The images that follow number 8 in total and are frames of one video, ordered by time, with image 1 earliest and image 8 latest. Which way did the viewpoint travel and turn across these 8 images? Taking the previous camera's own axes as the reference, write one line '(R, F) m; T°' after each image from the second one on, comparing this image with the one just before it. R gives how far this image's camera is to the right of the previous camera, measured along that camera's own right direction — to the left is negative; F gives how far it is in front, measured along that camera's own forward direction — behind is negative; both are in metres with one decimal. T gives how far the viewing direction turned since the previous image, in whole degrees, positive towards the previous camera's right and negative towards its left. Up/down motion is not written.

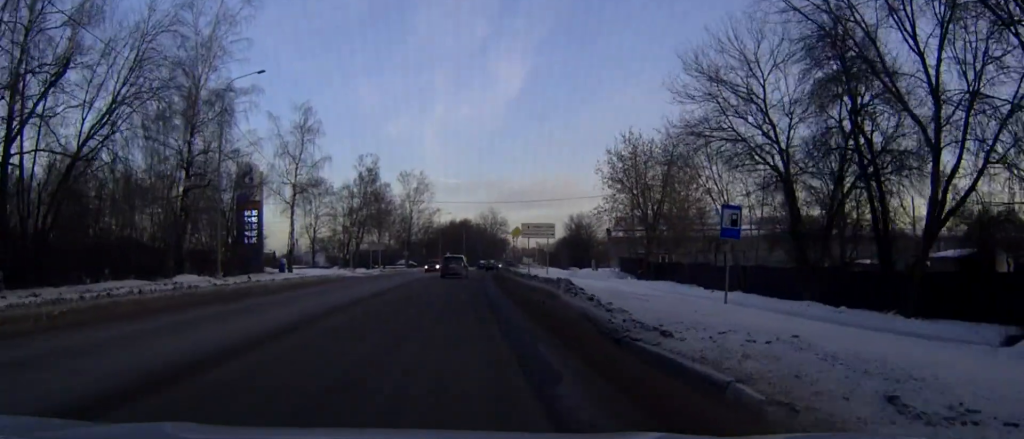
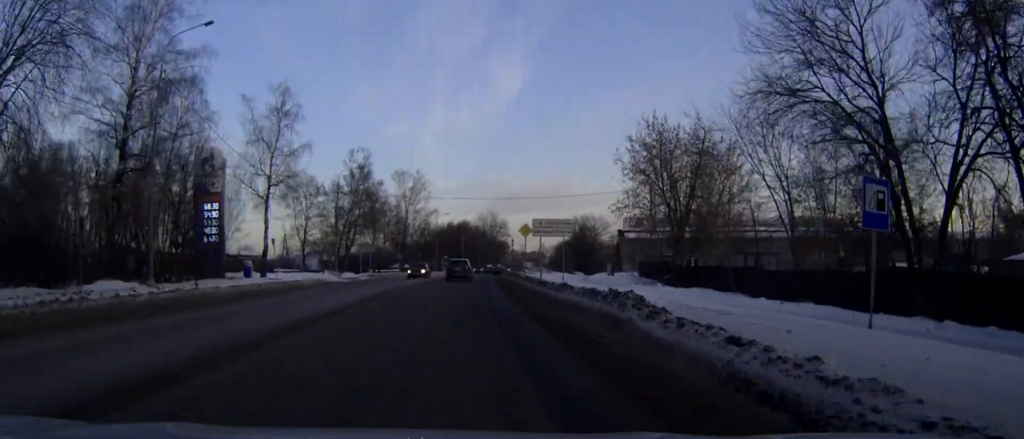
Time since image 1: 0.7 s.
(0.0, +8.6) m; 0°
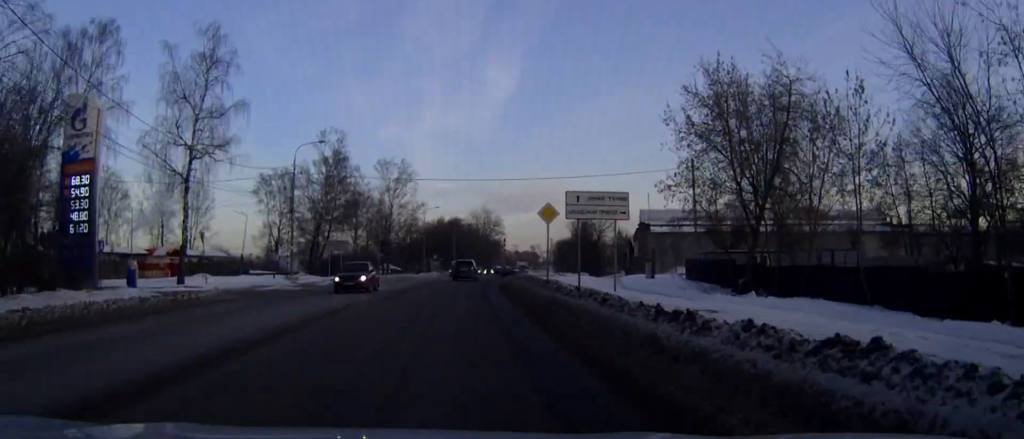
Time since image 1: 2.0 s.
(+0.1, +16.6) m; +1°
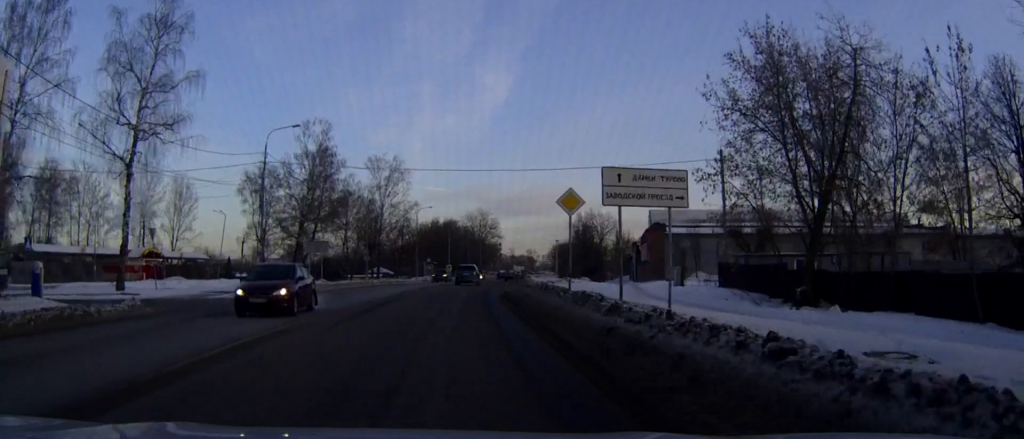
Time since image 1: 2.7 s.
(0.0, +7.8) m; 0°
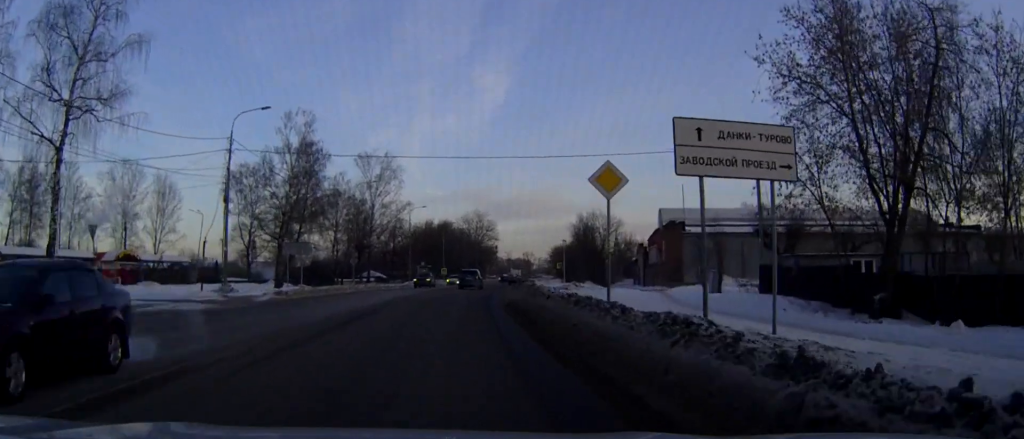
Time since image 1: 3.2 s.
(0.0, +7.0) m; 0°
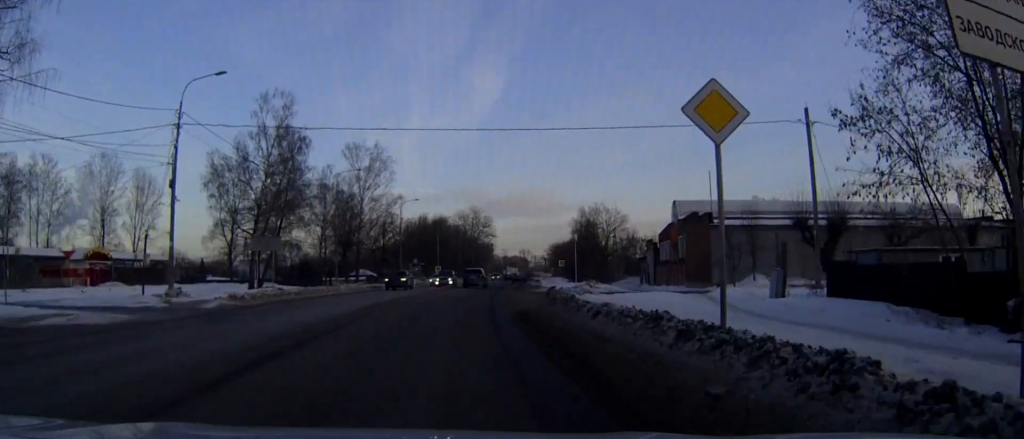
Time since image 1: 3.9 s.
(+0.1, +7.8) m; +1°
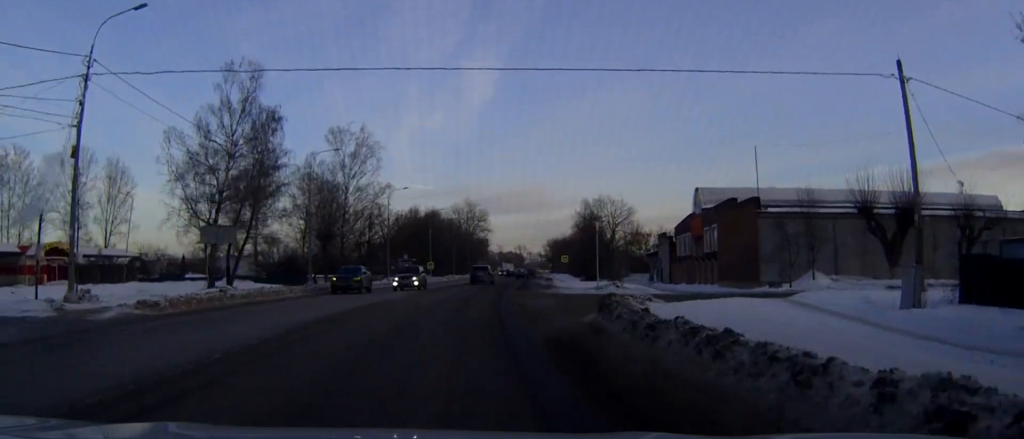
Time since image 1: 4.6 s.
(+0.1, +9.5) m; +1°
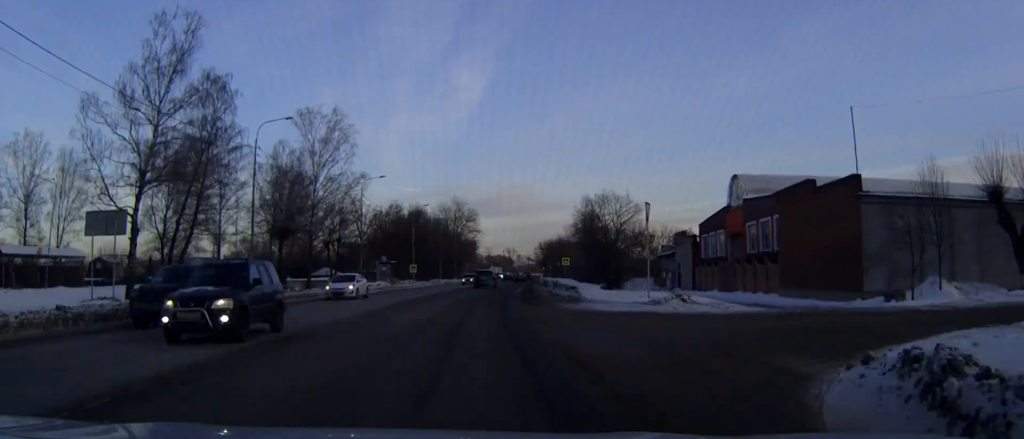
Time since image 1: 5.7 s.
(+0.1, +13.2) m; +1°
